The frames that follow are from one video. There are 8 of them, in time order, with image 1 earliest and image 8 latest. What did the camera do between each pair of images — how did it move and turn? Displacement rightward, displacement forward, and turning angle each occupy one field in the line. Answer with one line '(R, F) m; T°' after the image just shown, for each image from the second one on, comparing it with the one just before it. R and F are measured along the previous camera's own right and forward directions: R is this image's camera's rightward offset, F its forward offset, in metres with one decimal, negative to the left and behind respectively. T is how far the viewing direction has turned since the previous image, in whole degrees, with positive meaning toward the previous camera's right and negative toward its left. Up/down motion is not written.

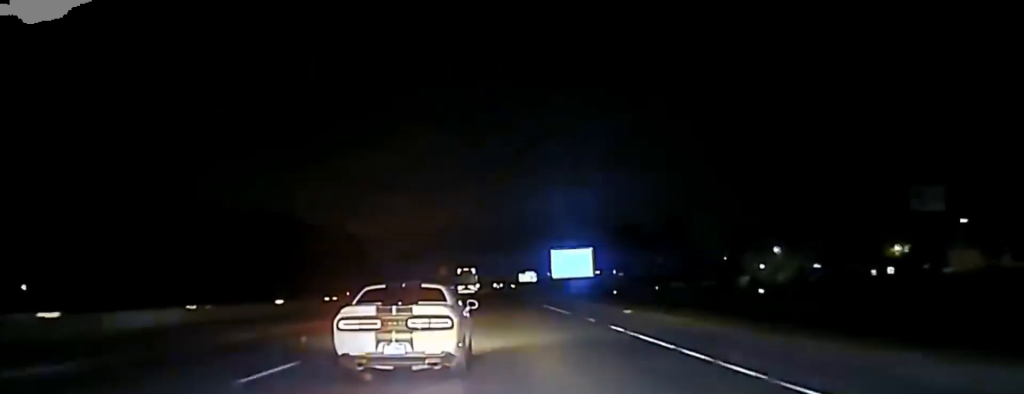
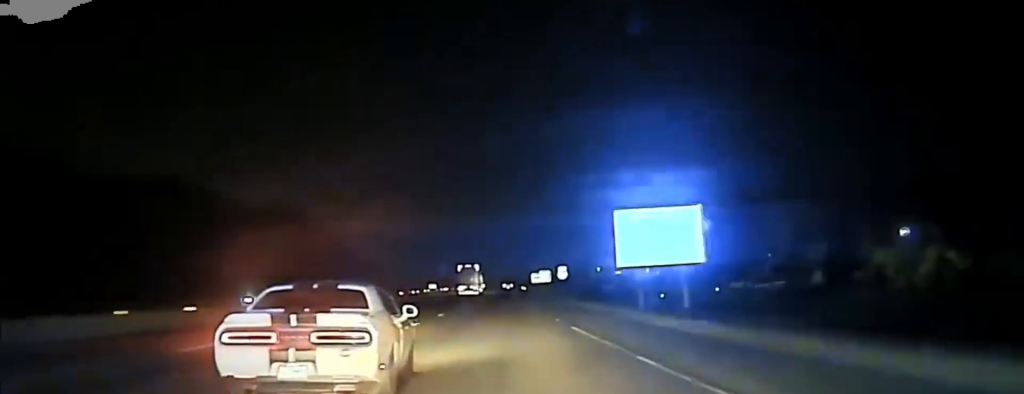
(0.0, +64.0) m; -1°
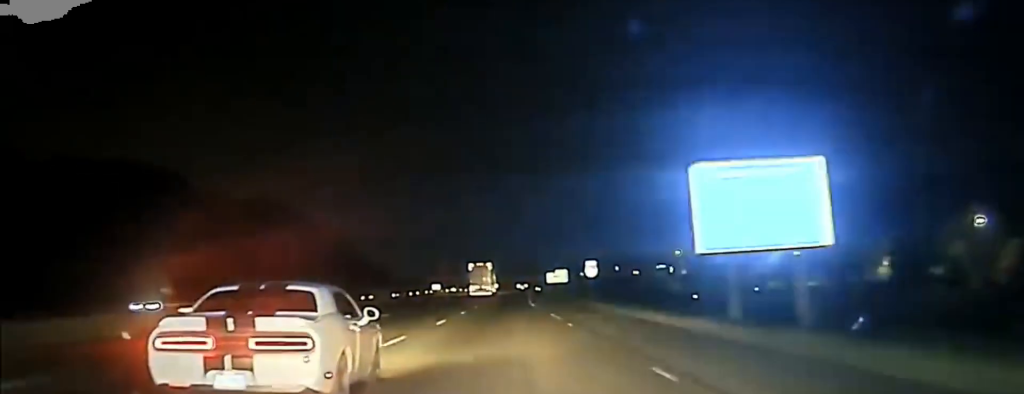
(-0.1, +21.2) m; 0°
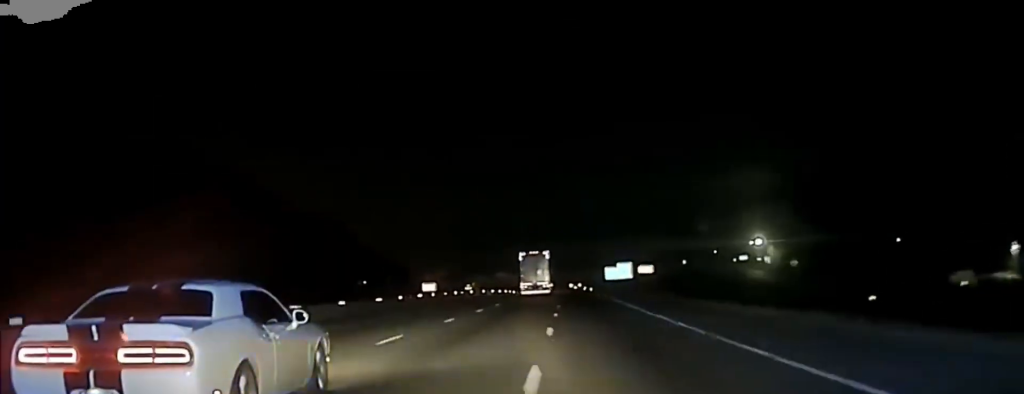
(-1.2, +72.2) m; -2°
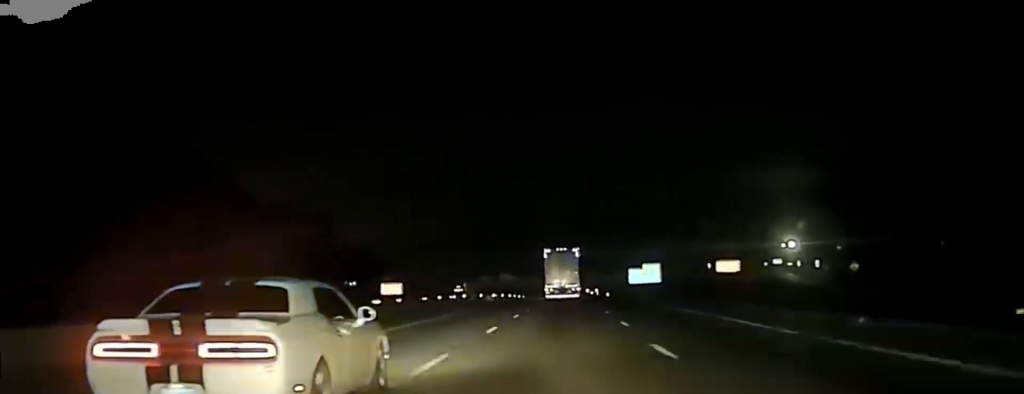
(-0.3, +29.7) m; 0°
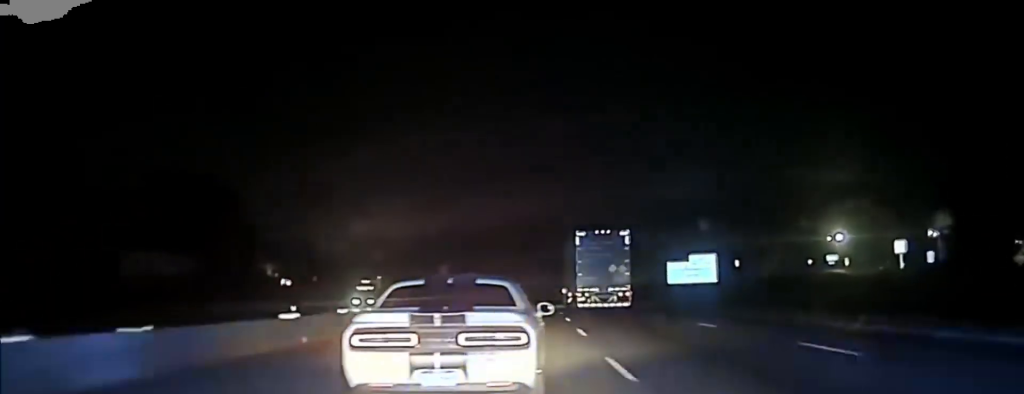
(-0.1, +61.1) m; +1°
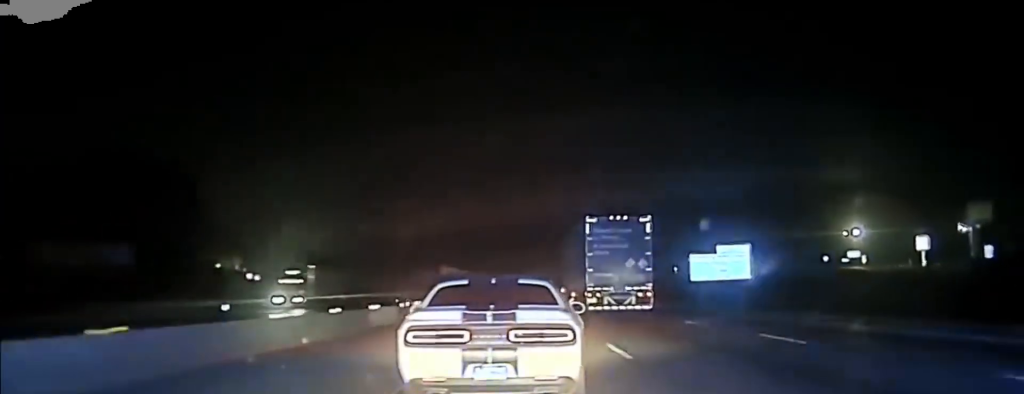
(-0.2, +19.8) m; +1°
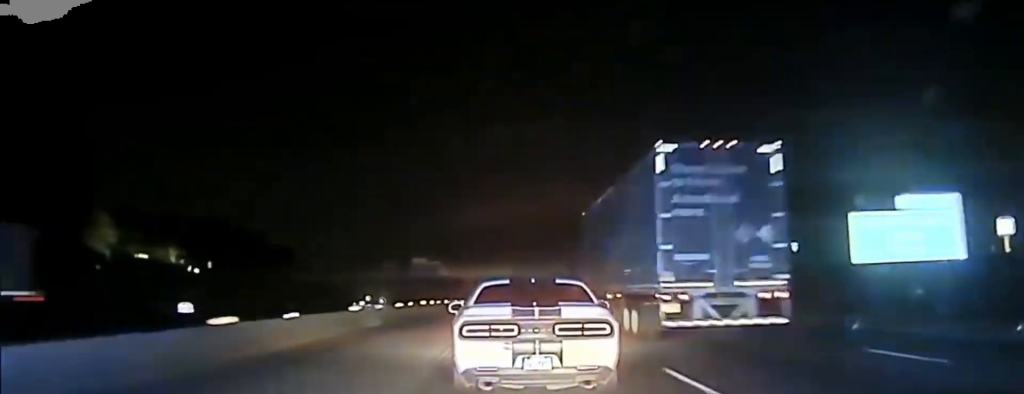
(+1.0, +41.9) m; +2°
